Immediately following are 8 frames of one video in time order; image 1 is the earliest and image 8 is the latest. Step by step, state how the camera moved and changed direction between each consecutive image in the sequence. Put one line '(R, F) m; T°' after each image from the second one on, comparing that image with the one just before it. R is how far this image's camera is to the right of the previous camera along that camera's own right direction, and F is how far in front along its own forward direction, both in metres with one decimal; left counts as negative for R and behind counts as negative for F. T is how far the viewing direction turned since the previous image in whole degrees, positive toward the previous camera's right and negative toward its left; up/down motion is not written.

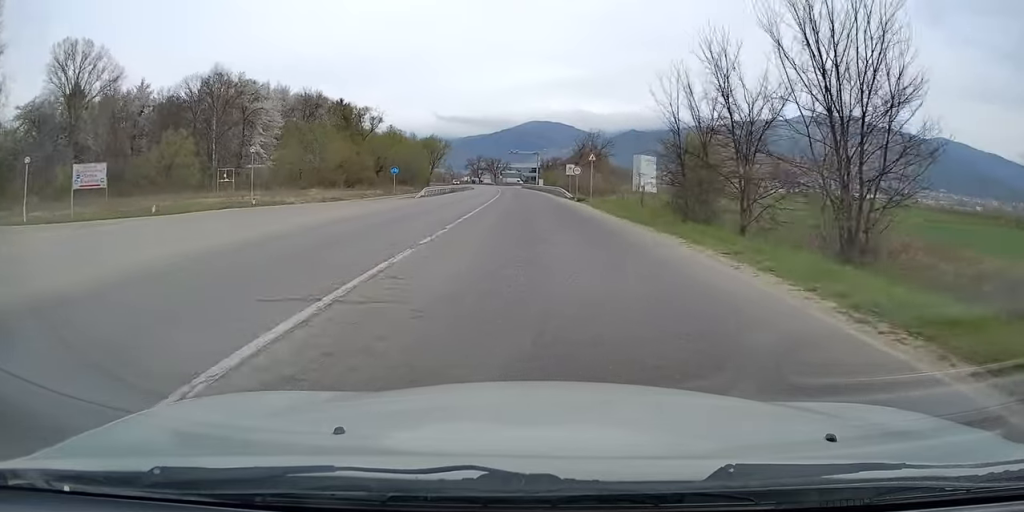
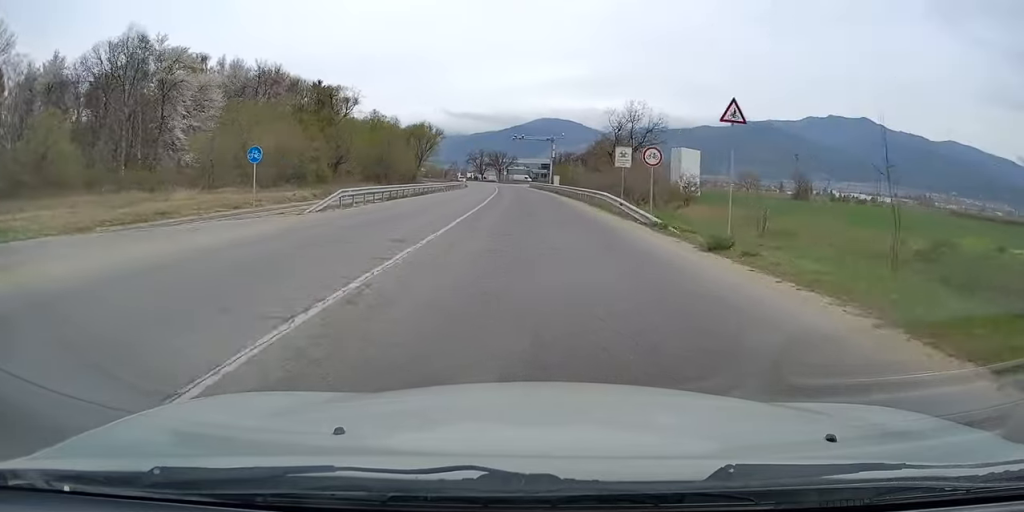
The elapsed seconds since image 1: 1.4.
(-0.2, +26.9) m; -1°
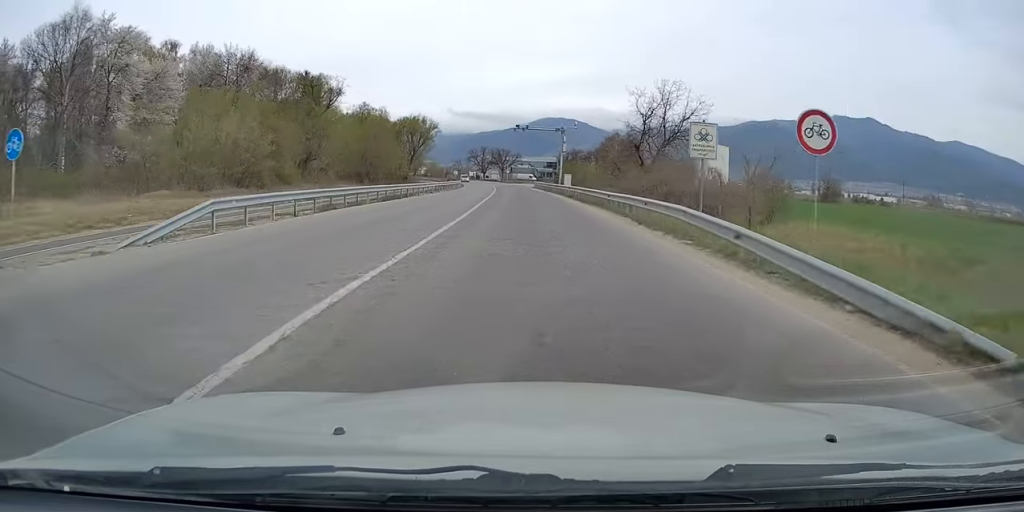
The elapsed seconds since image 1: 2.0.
(-0.1, +12.5) m; -1°
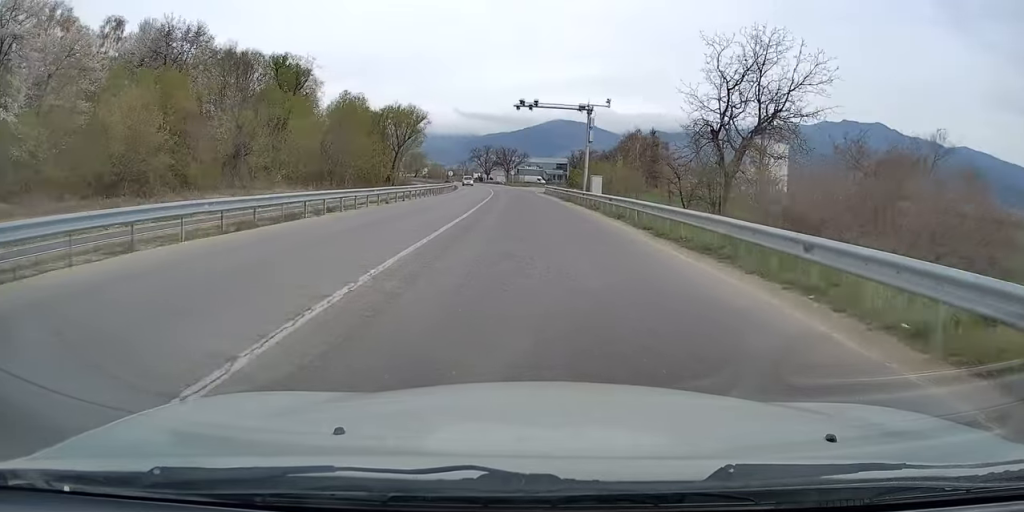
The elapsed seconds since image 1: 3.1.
(0.0, +18.4) m; -1°
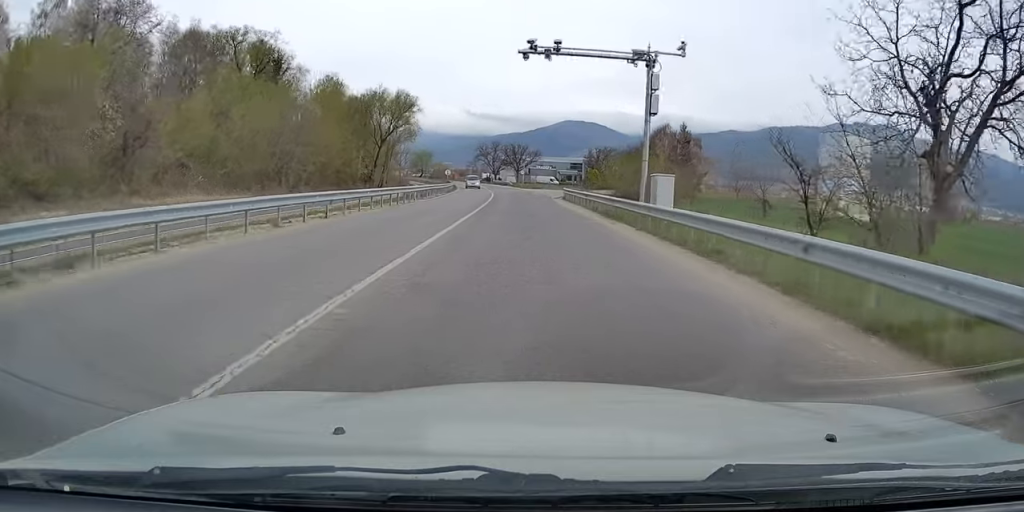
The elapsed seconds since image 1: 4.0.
(-0.1, +16.0) m; -2°
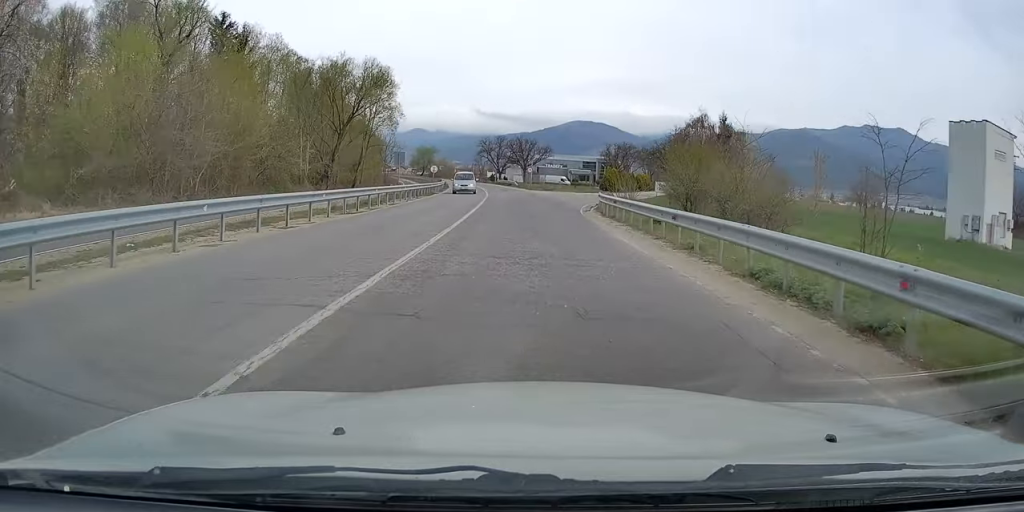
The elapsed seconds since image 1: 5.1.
(-0.4, +18.2) m; -1°
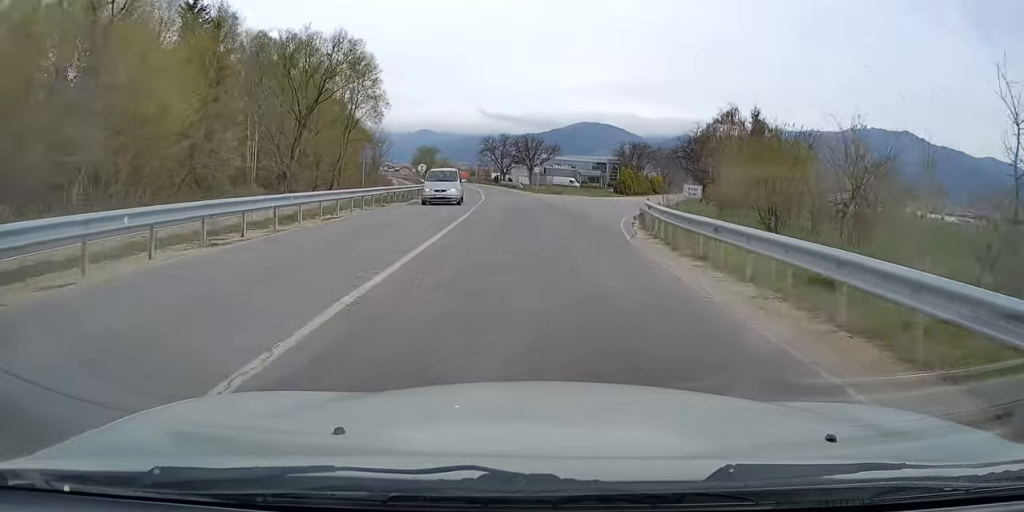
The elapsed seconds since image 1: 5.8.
(0.0, +11.0) m; 0°
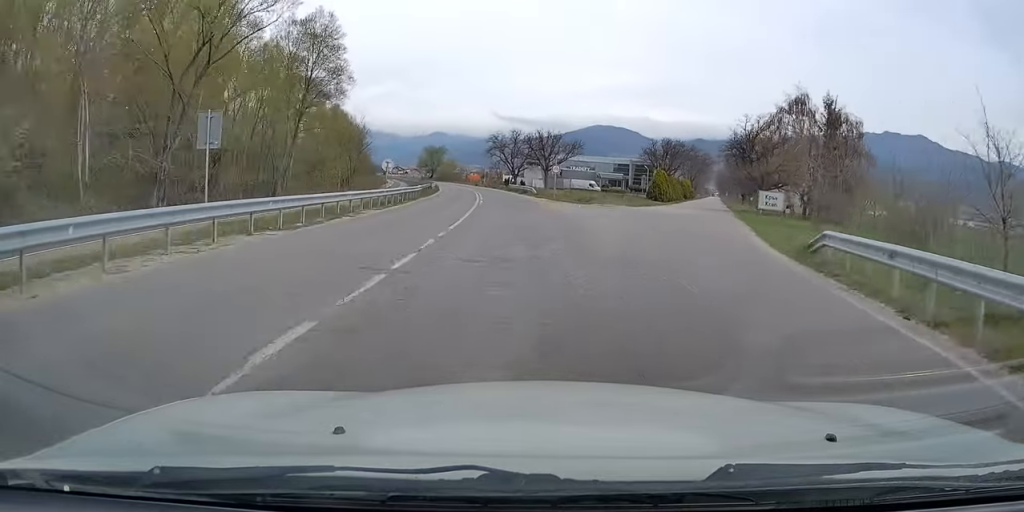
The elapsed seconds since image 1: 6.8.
(-0.1, +17.9) m; -2°
